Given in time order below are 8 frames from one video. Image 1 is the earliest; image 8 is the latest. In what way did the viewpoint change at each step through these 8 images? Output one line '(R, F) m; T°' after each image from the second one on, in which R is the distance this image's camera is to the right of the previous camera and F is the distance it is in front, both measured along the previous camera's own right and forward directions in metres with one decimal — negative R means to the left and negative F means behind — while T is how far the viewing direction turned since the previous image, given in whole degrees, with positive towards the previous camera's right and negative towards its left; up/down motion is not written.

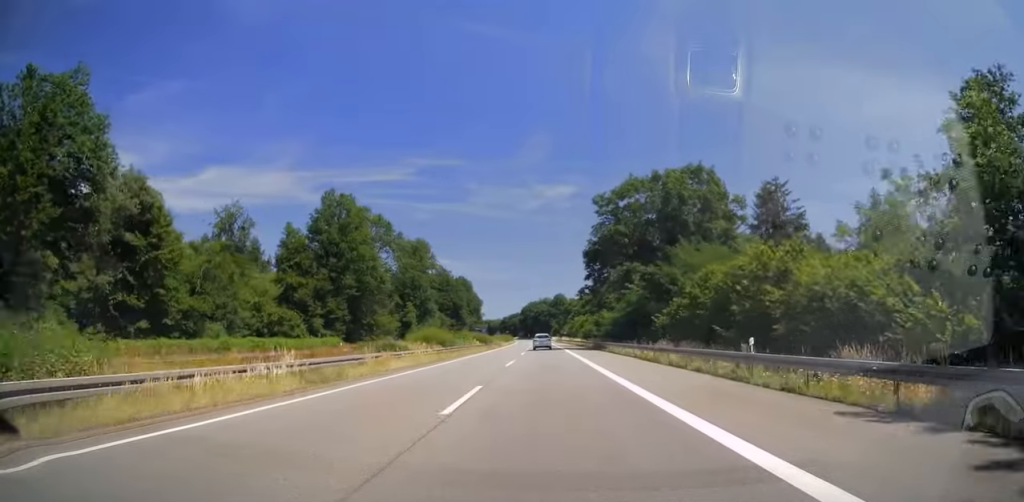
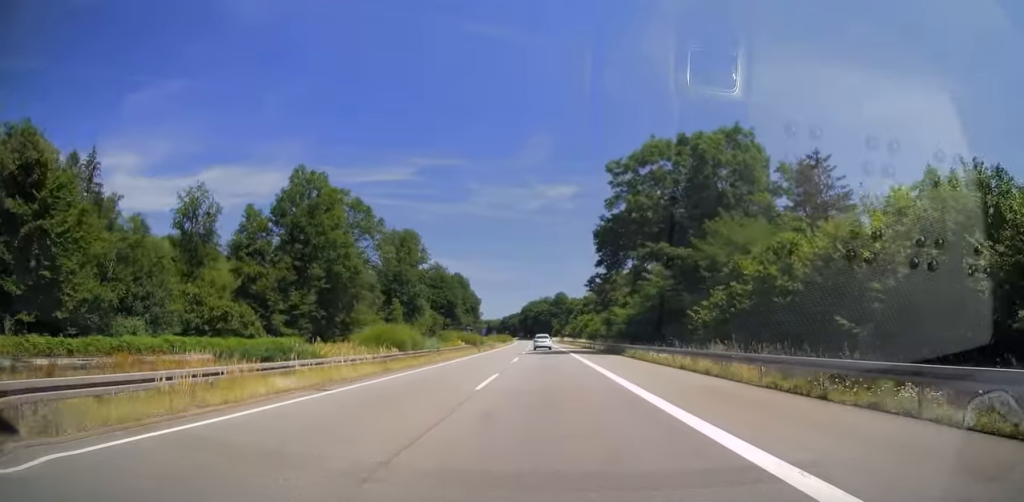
(0.0, +12.8) m; 0°
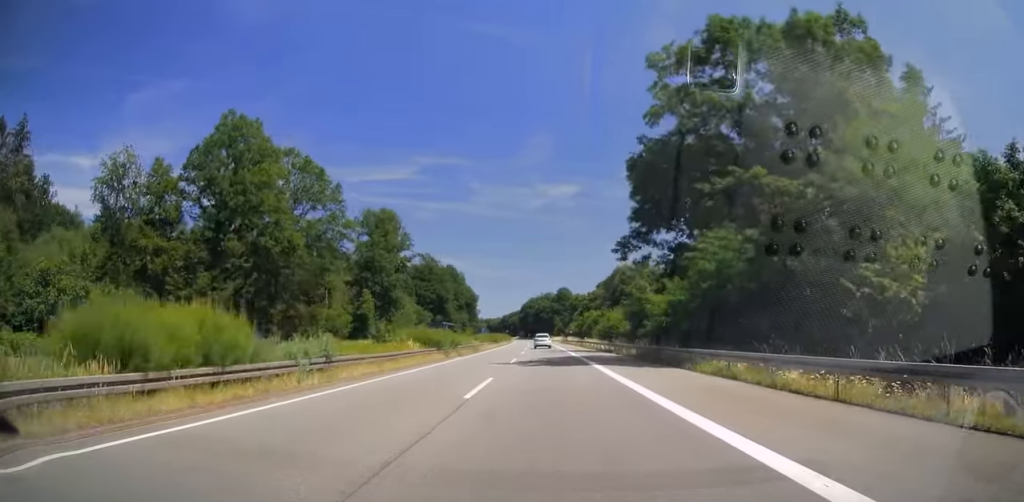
(0.0, +20.7) m; 0°
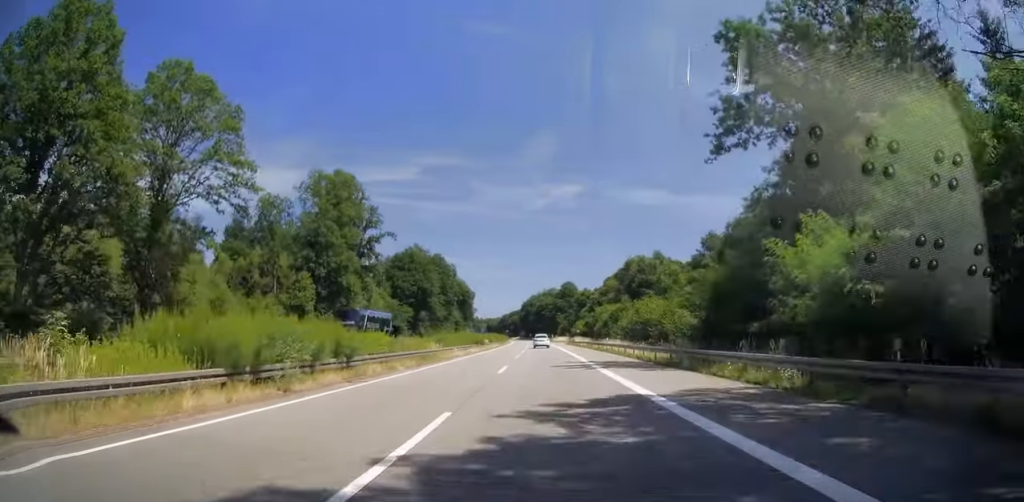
(-0.1, +26.6) m; 0°
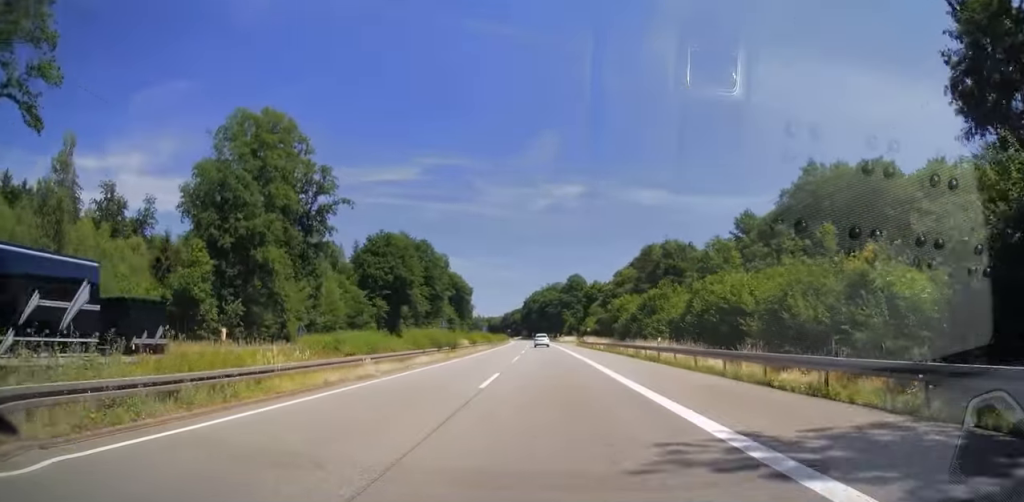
(0.0, +24.6) m; 0°
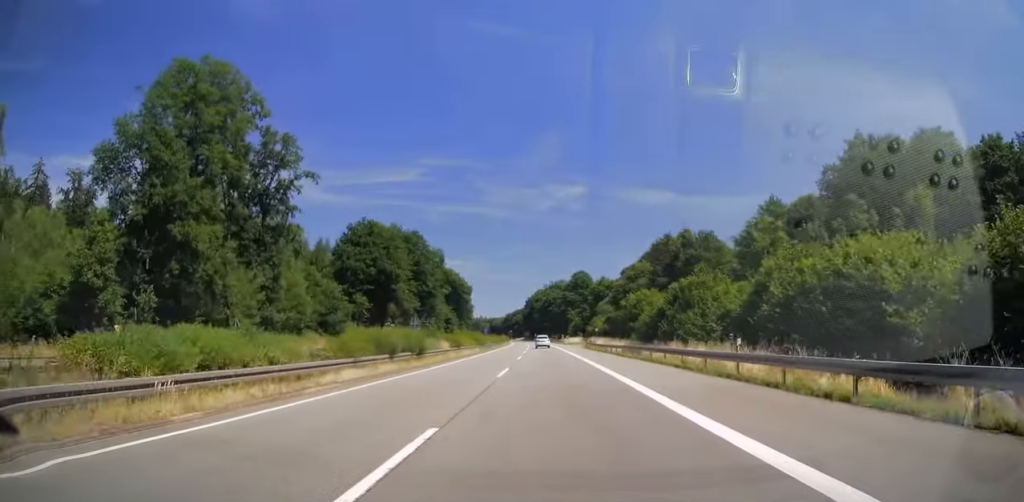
(0.0, +13.3) m; 0°
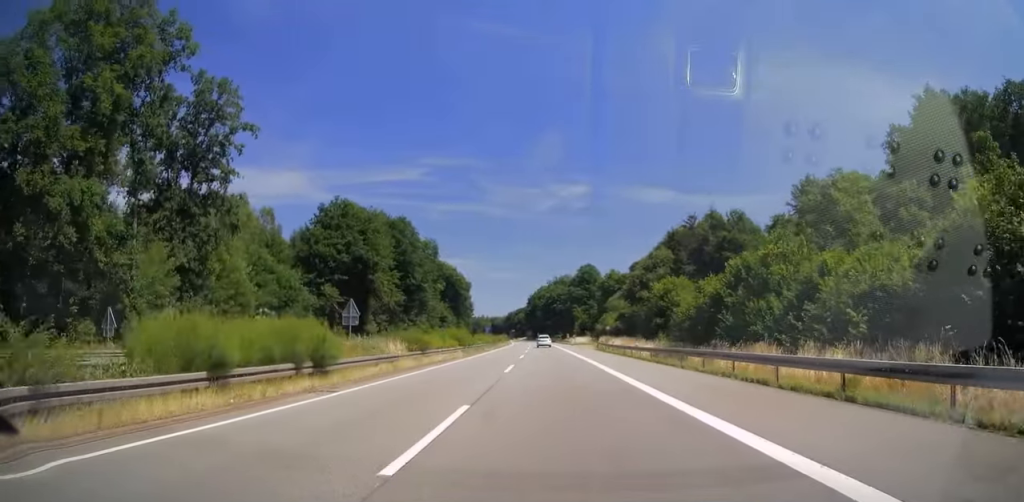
(+0.1, +15.3) m; 0°
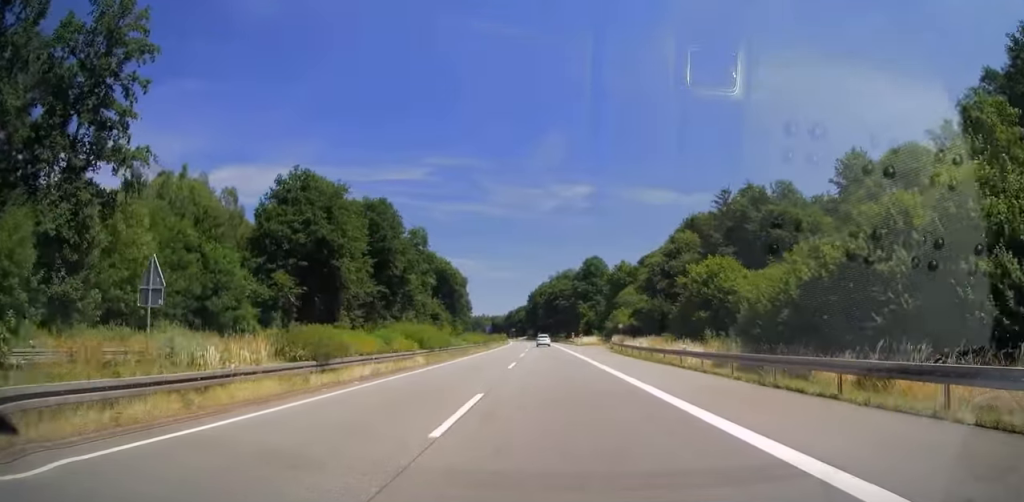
(-0.2, +15.7) m; -1°
